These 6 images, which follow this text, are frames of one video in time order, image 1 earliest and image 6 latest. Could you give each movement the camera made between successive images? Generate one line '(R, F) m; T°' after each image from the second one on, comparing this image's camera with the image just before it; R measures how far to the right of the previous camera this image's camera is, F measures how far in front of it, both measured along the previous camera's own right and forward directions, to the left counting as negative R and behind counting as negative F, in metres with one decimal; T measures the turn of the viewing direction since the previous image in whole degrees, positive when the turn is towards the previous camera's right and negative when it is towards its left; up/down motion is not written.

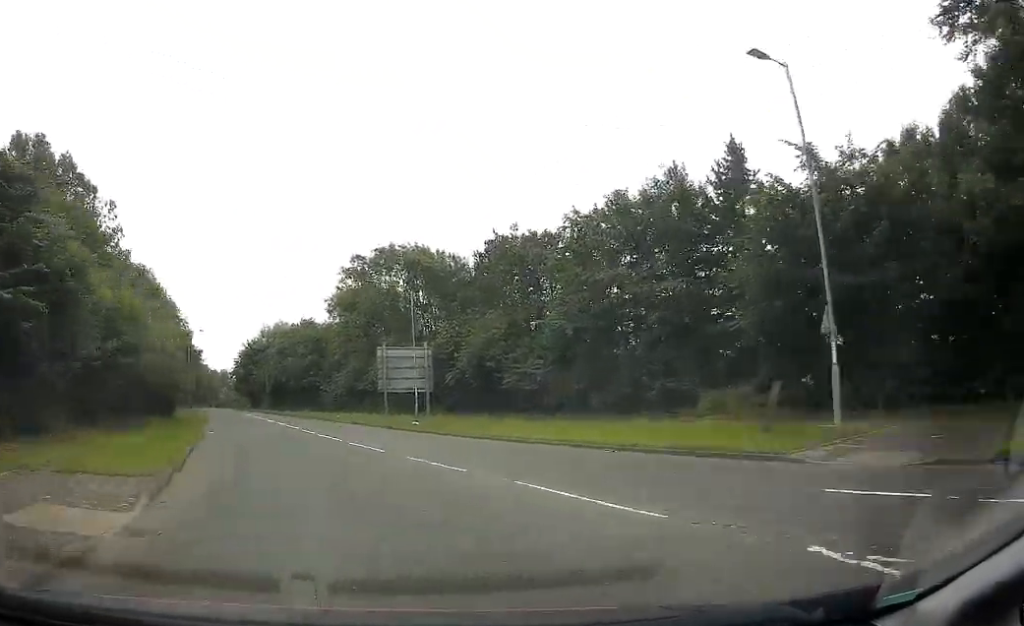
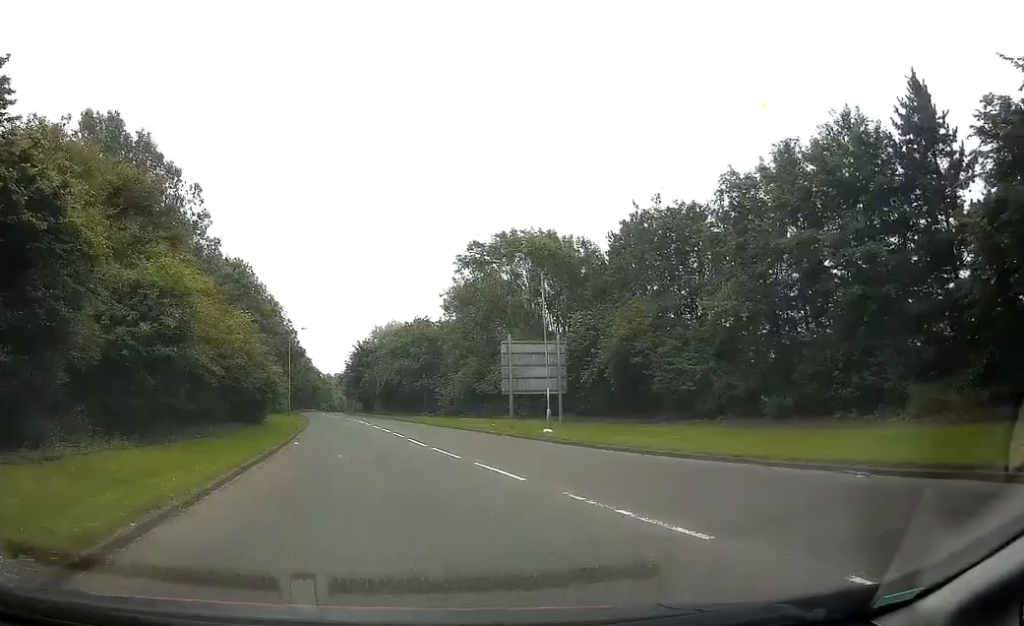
(-0.3, +6.2) m; -7°
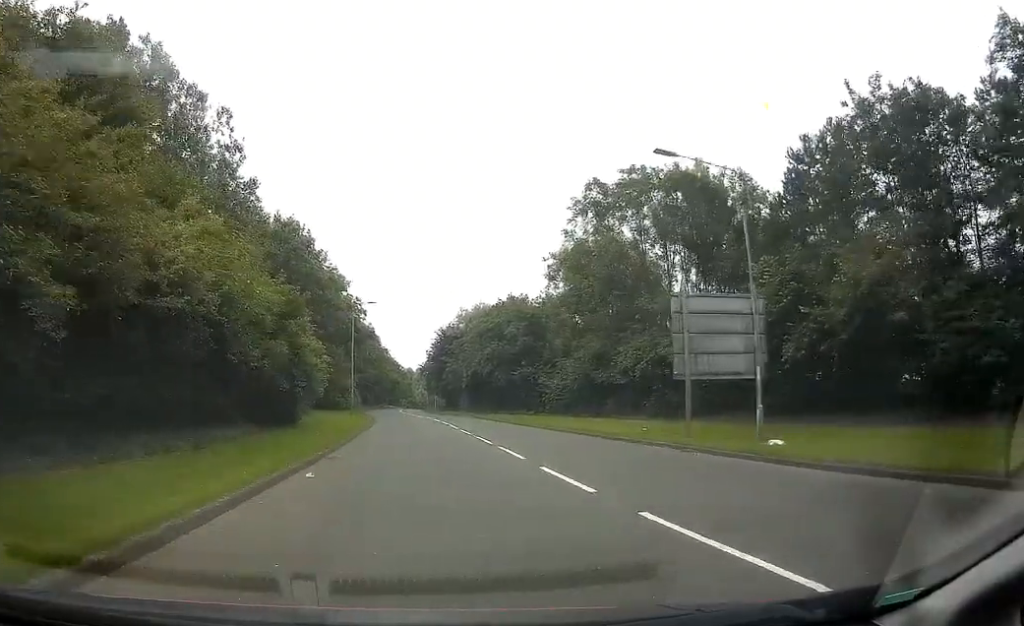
(-1.3, +13.0) m; -9°
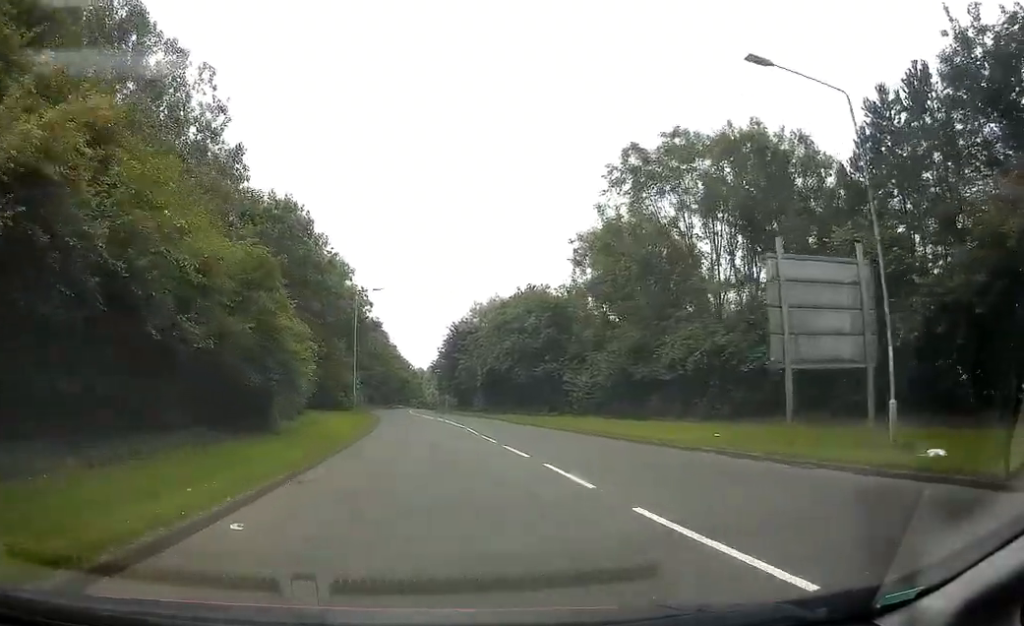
(-0.1, +5.6) m; -2°
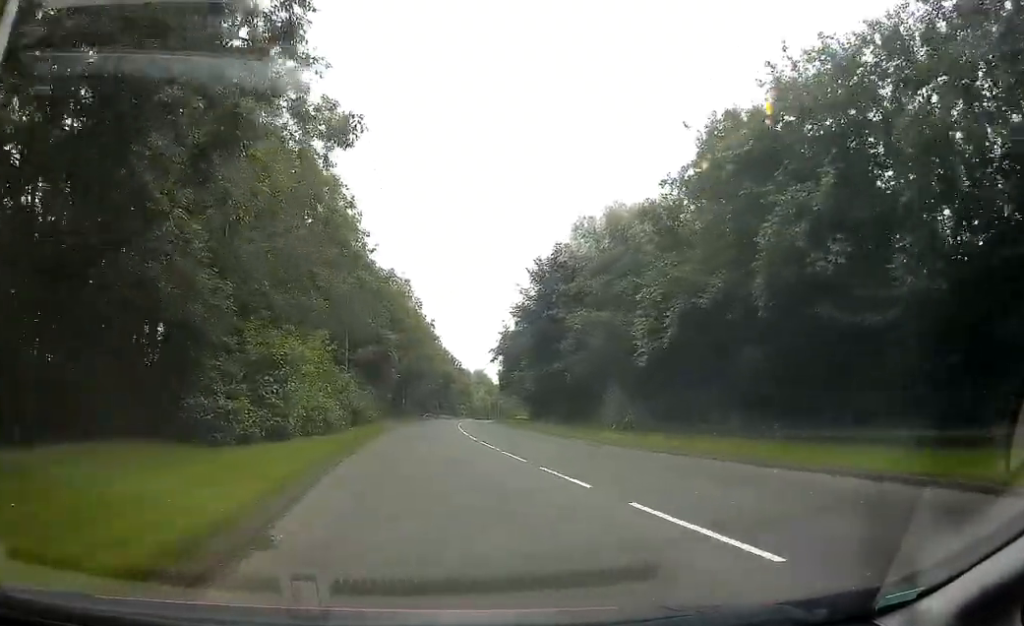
(-1.2, +40.3) m; -3°
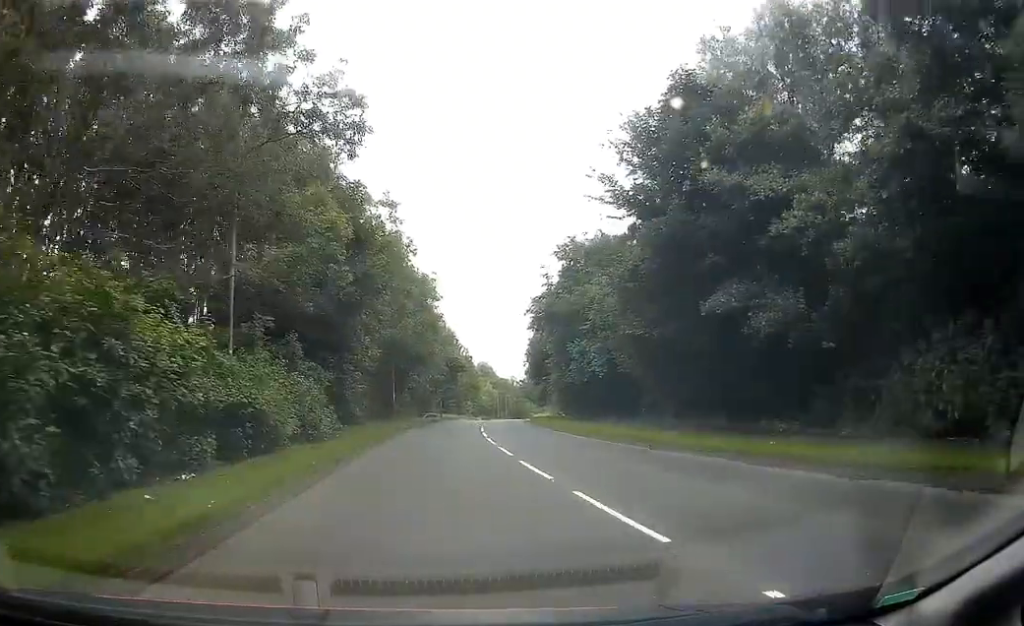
(-0.2, +22.8) m; -1°
